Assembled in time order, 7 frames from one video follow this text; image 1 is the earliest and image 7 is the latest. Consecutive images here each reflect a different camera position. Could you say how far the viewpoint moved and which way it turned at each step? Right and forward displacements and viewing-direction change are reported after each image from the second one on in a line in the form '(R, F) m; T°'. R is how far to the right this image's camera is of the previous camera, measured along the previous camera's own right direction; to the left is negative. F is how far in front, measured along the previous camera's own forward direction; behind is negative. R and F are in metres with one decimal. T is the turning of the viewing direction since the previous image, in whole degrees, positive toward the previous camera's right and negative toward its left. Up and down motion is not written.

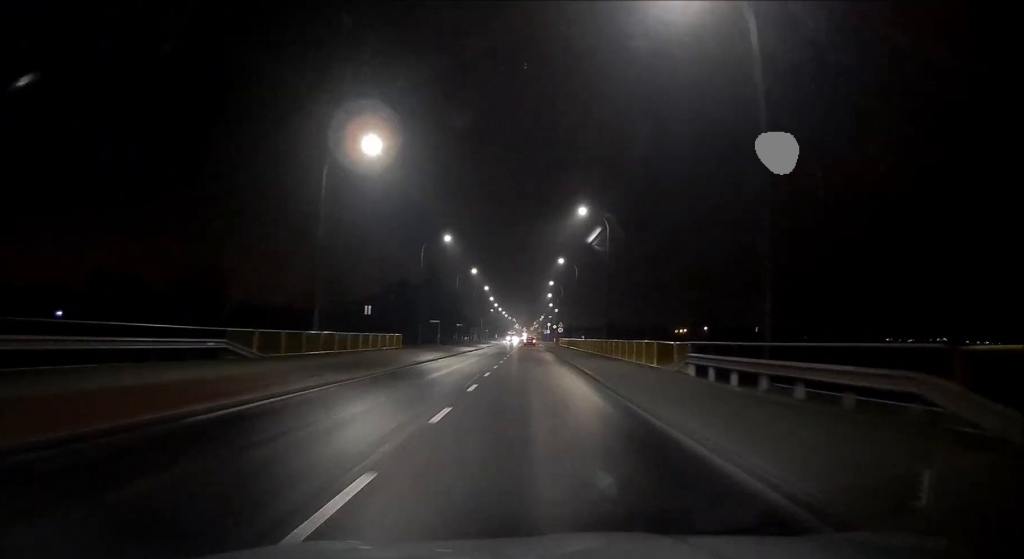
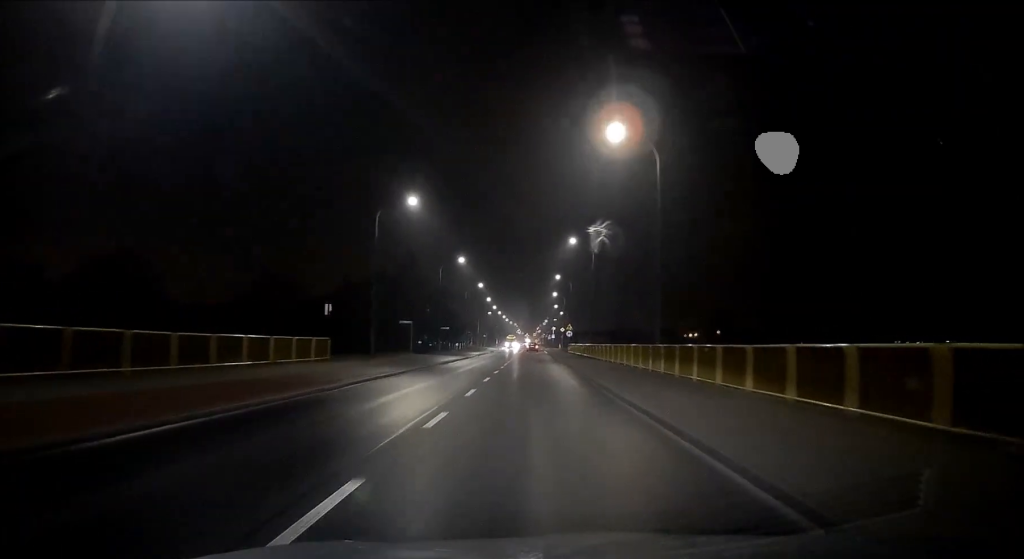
(0.0, +18.3) m; 0°
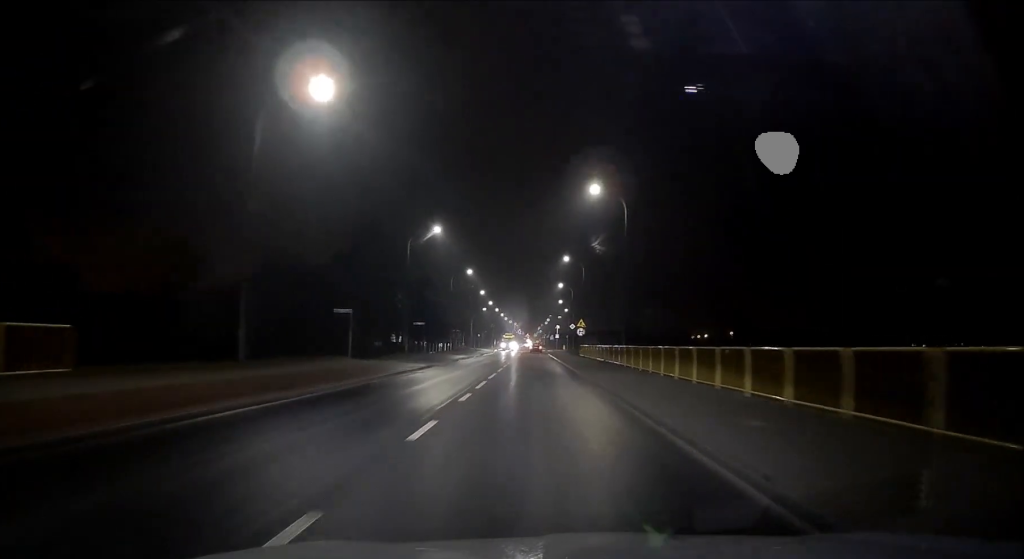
(0.0, +19.3) m; 0°
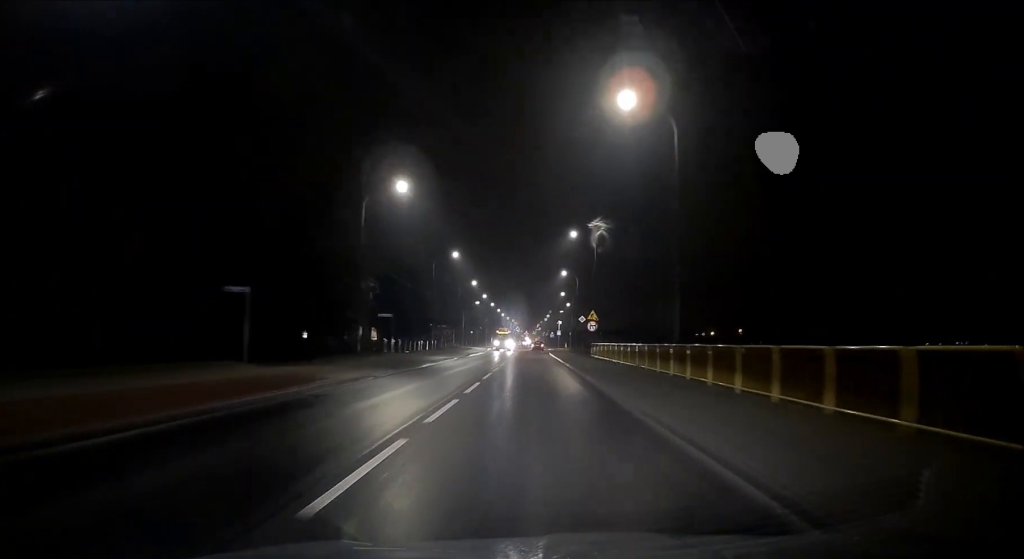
(0.0, +13.9) m; -1°
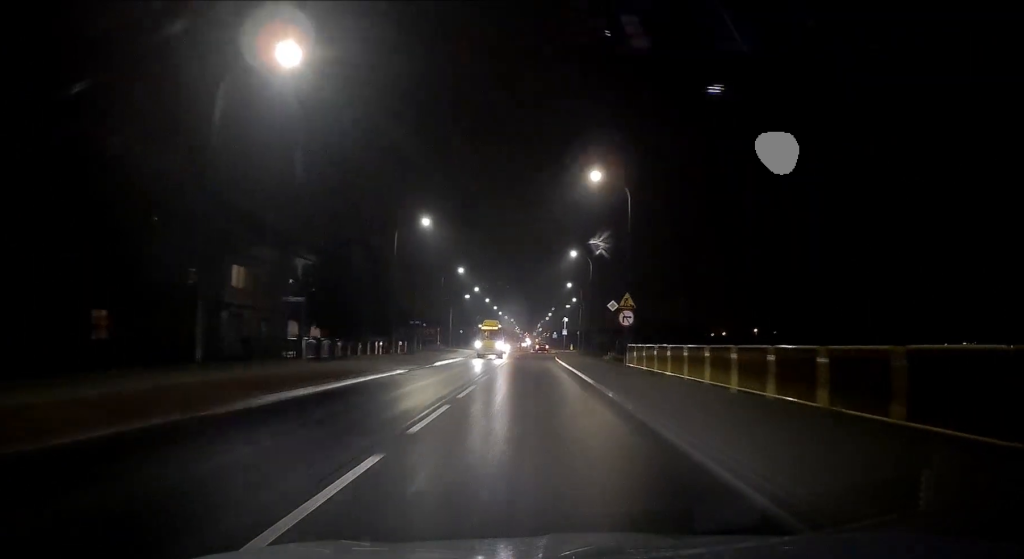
(0.0, +19.3) m; +1°
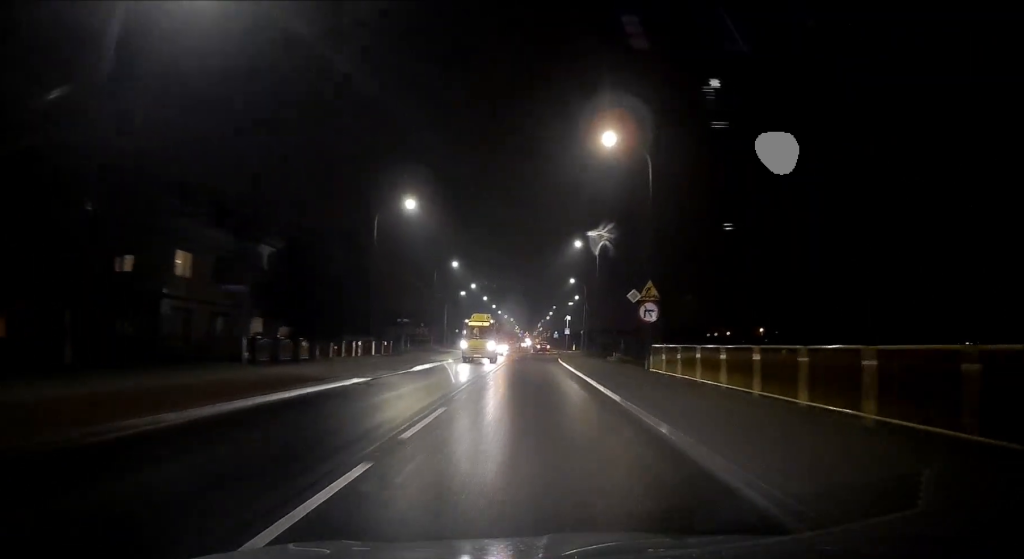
(+0.1, +6.6) m; +1°
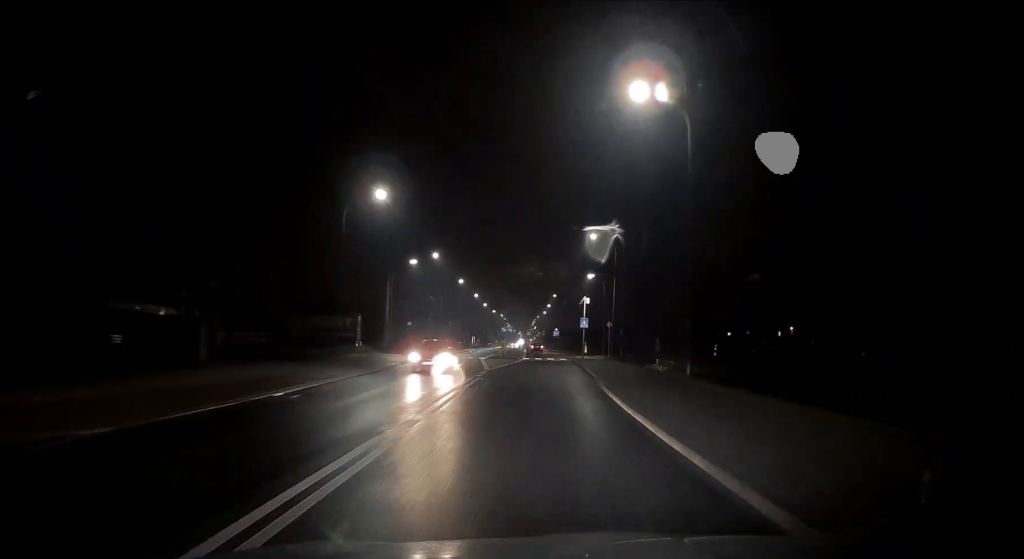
(-0.9, +36.1) m; -2°
